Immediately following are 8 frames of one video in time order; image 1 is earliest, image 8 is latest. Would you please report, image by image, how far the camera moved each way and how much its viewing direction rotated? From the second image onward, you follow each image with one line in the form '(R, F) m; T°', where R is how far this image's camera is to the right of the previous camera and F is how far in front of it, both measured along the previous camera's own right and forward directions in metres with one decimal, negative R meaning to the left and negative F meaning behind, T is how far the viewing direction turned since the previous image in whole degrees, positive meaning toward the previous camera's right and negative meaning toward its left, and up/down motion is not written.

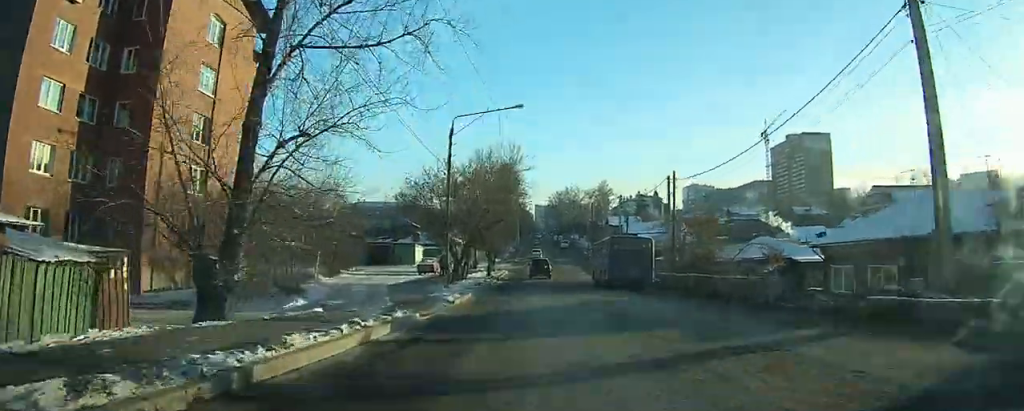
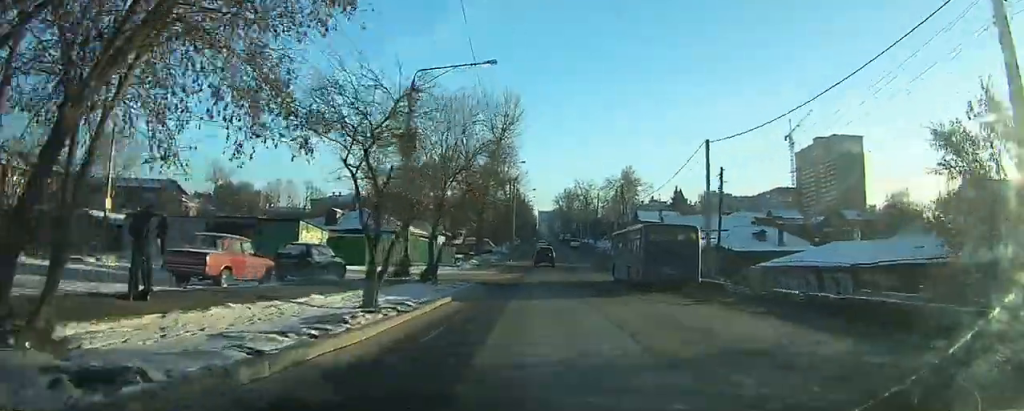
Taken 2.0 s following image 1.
(0.0, +31.4) m; 0°
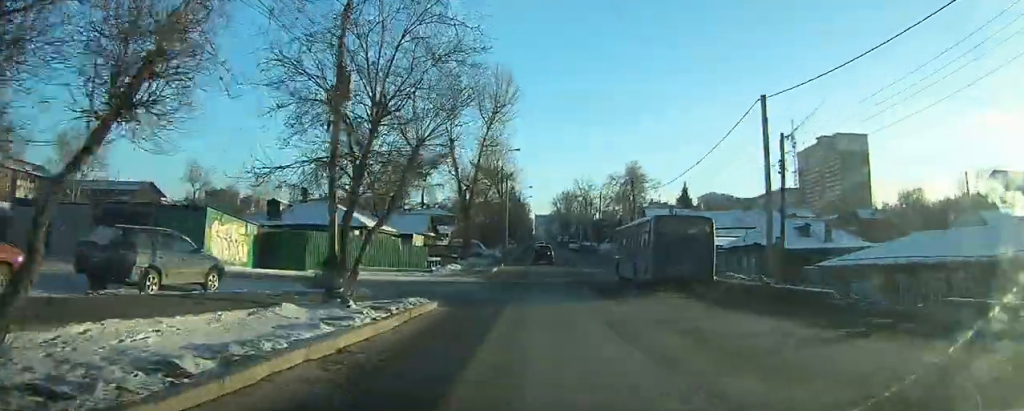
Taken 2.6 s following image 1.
(0.0, +10.2) m; 0°
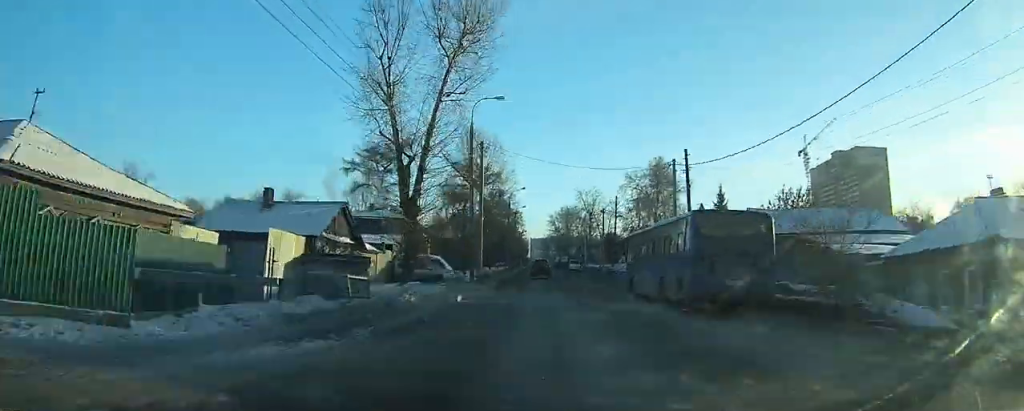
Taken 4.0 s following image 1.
(0.0, +28.6) m; 0°
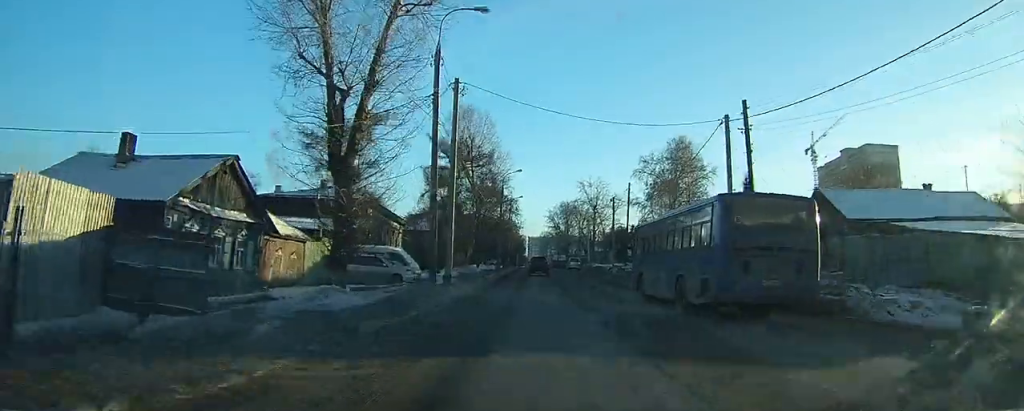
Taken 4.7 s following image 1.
(0.0, +15.0) m; 0°
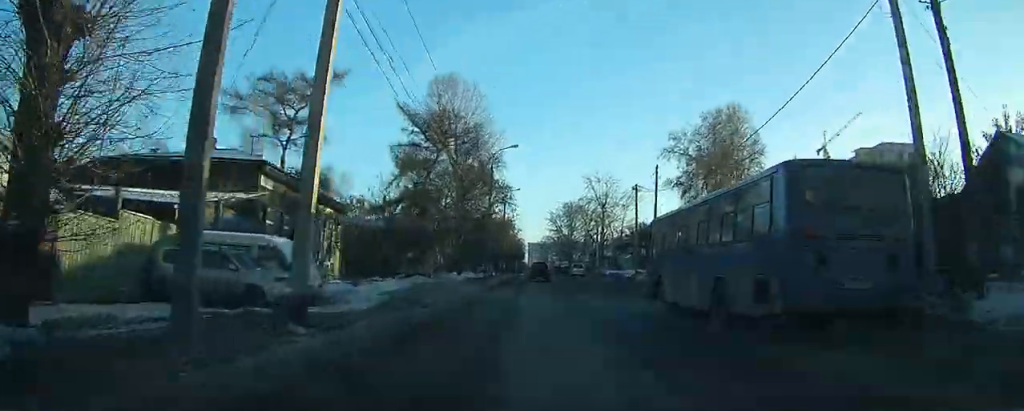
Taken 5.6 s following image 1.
(+0.1, +18.4) m; 0°
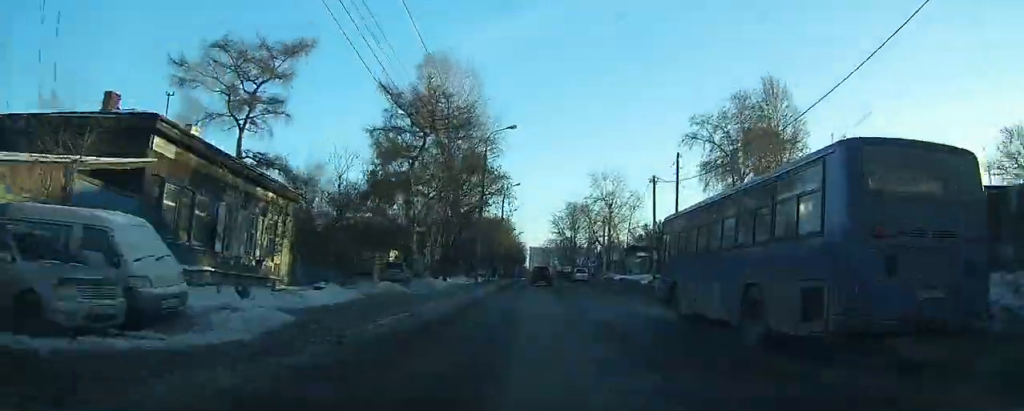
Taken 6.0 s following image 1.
(0.0, +8.6) m; 0°
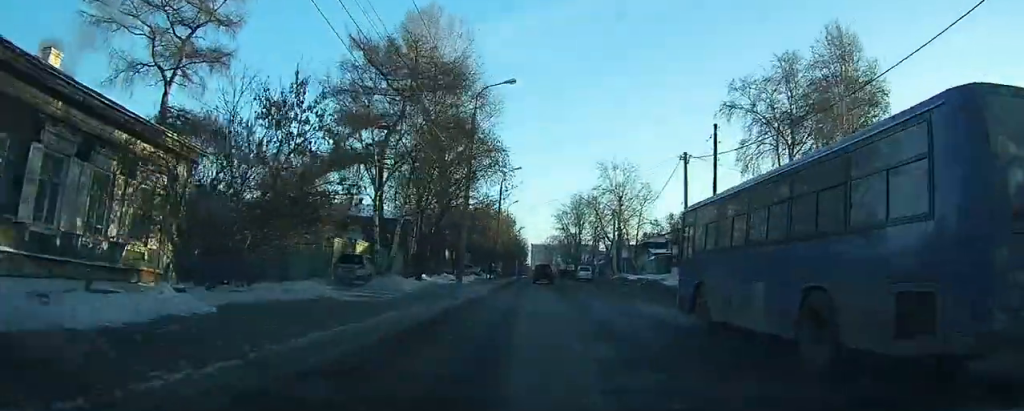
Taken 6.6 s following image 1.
(0.0, +9.8) m; 0°
